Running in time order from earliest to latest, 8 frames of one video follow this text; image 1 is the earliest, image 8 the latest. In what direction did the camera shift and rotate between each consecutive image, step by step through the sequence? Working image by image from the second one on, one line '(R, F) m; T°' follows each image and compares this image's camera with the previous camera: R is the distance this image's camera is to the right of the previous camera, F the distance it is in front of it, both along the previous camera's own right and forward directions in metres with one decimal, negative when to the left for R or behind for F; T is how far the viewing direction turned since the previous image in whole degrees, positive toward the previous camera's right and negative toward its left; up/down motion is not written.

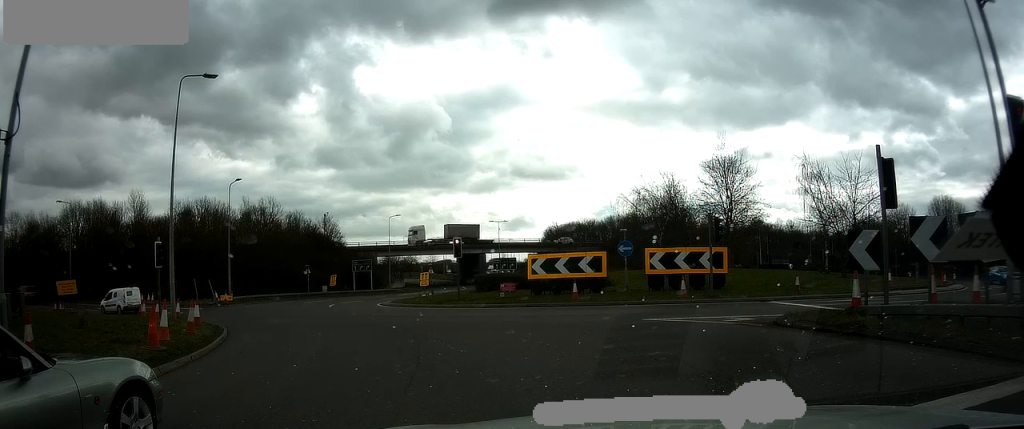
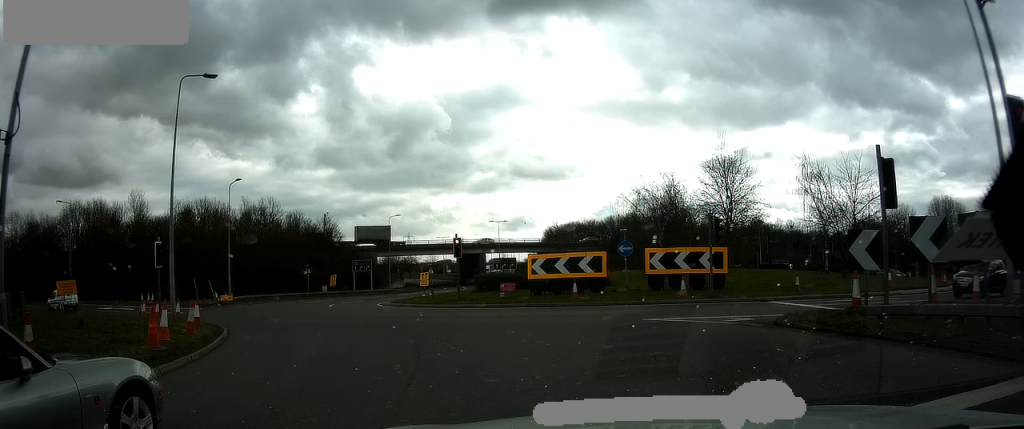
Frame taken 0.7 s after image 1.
(0.0, 0.0) m; 0°
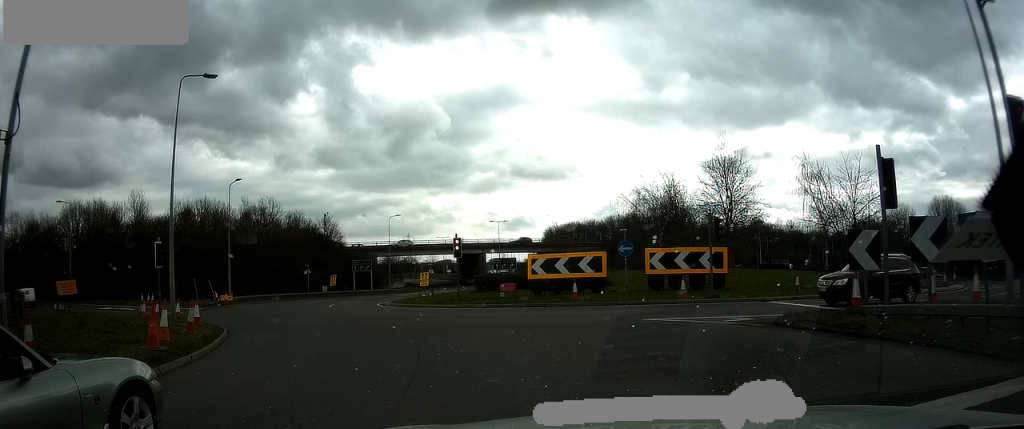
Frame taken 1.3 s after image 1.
(0.0, 0.0) m; 0°
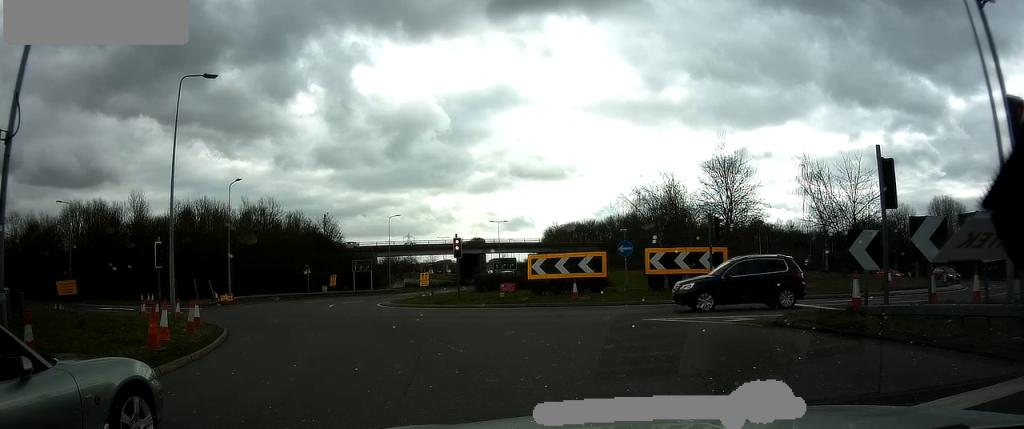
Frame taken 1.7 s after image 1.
(0.0, 0.0) m; 0°
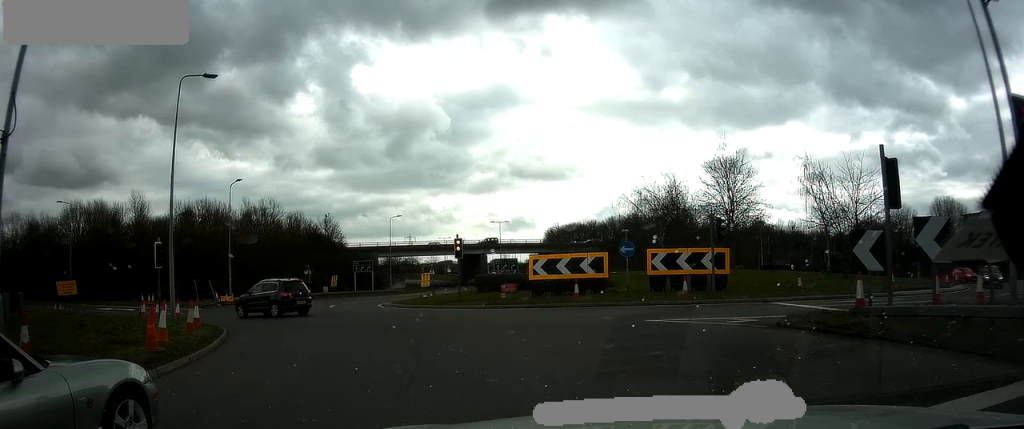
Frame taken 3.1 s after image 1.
(0.0, 0.0) m; 0°
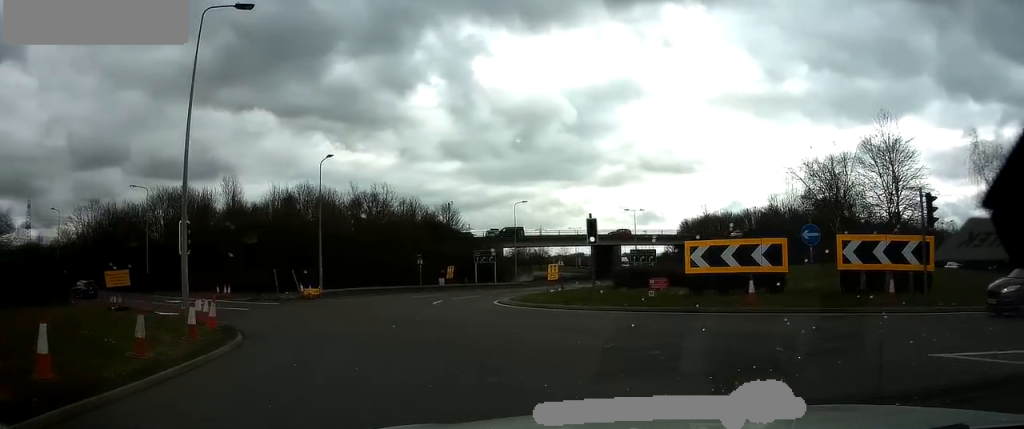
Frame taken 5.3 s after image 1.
(-0.2, +5.6) m; -9°
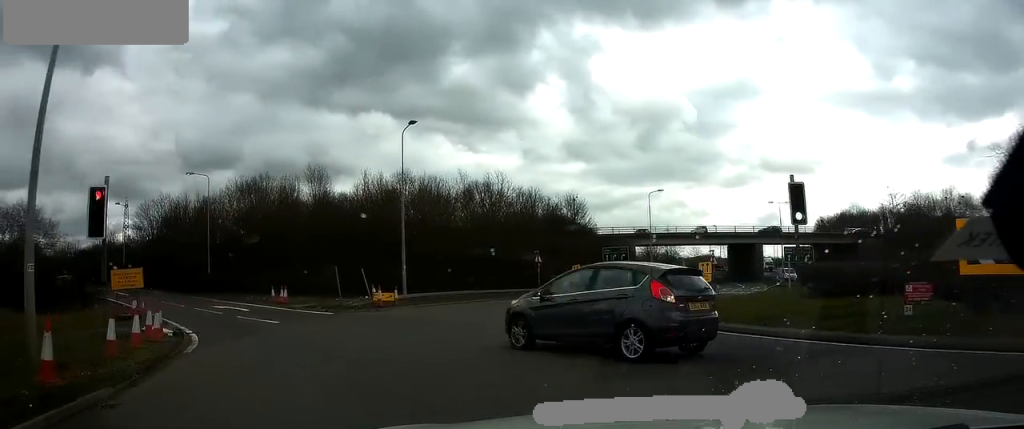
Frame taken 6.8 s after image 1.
(-1.4, +9.6) m; -9°
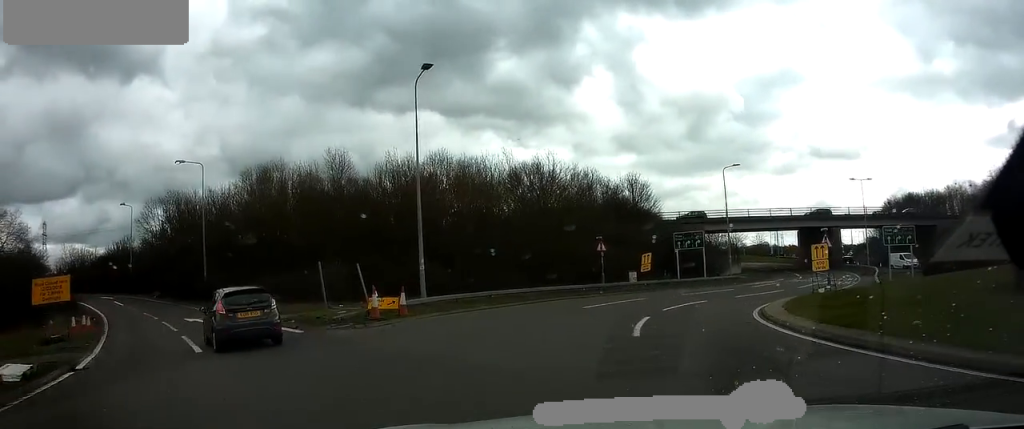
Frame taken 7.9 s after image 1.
(0.0, +8.6) m; +1°
